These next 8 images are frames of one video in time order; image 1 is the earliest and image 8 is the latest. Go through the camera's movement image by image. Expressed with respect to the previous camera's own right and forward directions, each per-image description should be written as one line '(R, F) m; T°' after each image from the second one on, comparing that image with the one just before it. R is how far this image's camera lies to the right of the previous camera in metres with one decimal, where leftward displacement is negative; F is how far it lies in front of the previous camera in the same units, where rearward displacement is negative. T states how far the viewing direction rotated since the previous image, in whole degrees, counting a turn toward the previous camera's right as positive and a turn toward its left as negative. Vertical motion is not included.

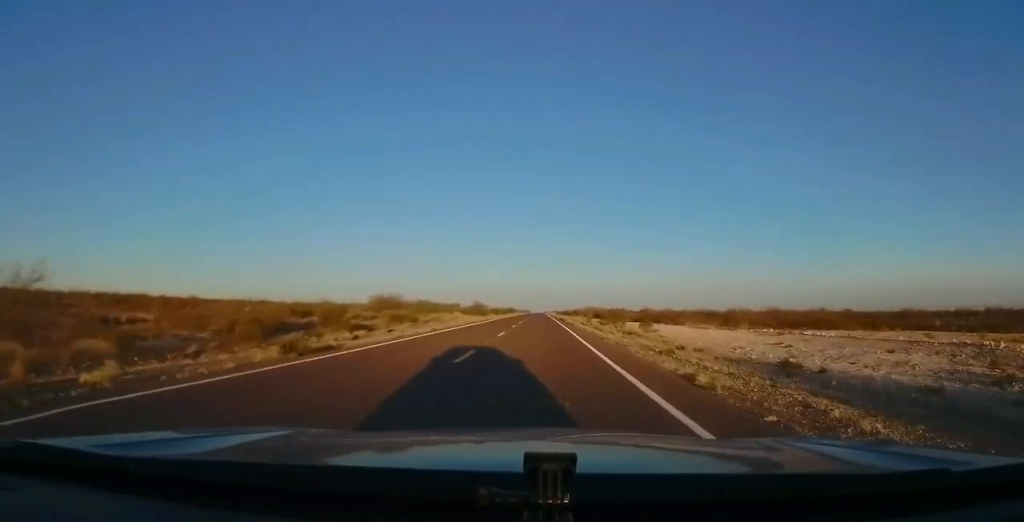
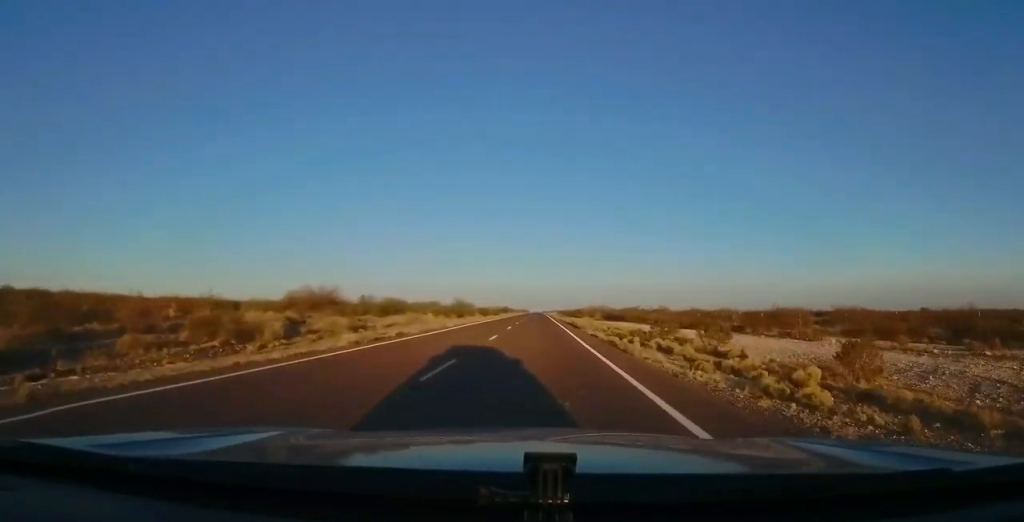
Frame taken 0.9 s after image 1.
(0.0, +27.3) m; -1°
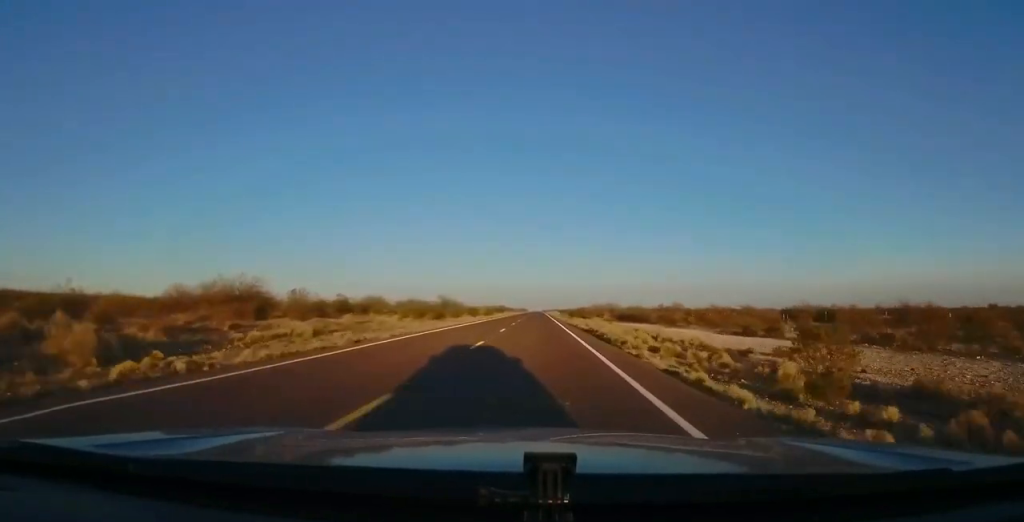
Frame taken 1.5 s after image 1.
(0.0, +17.6) m; 0°
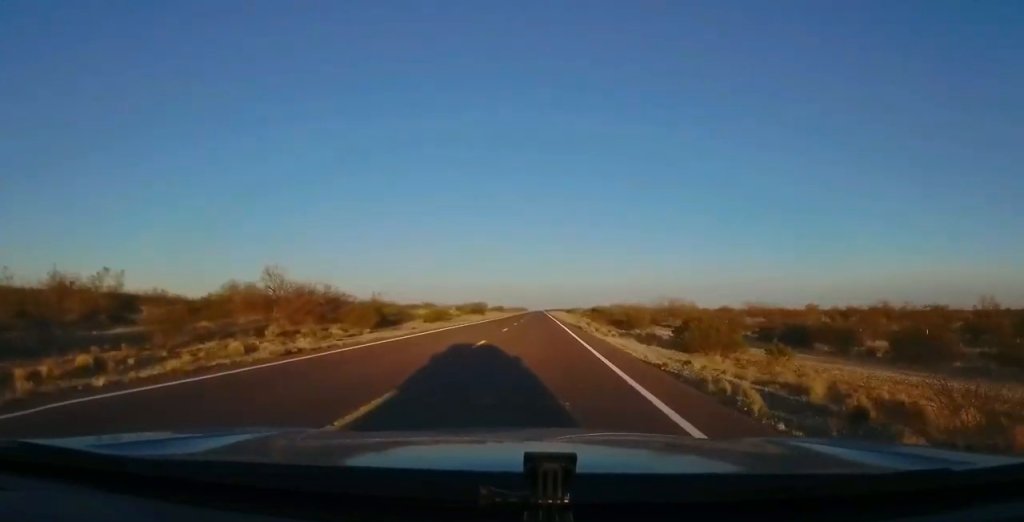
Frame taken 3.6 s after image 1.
(+0.3, +60.6) m; +1°
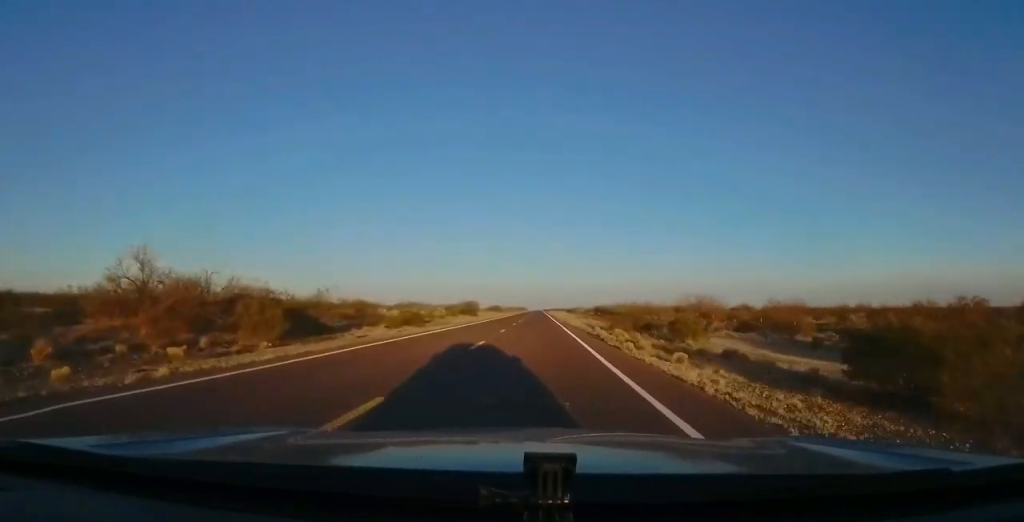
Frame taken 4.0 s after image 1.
(0.0, +12.7) m; 0°
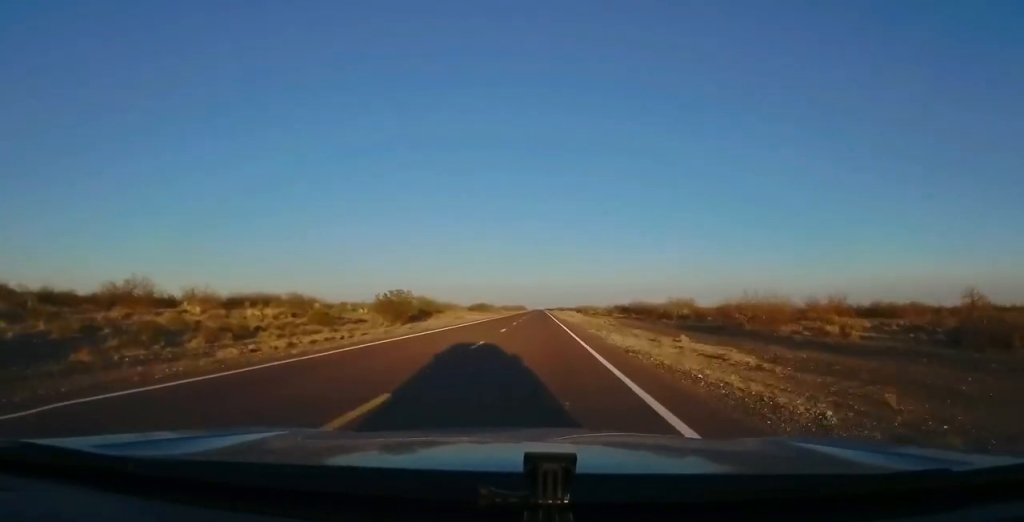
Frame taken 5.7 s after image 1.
(0.0, +48.9) m; 0°
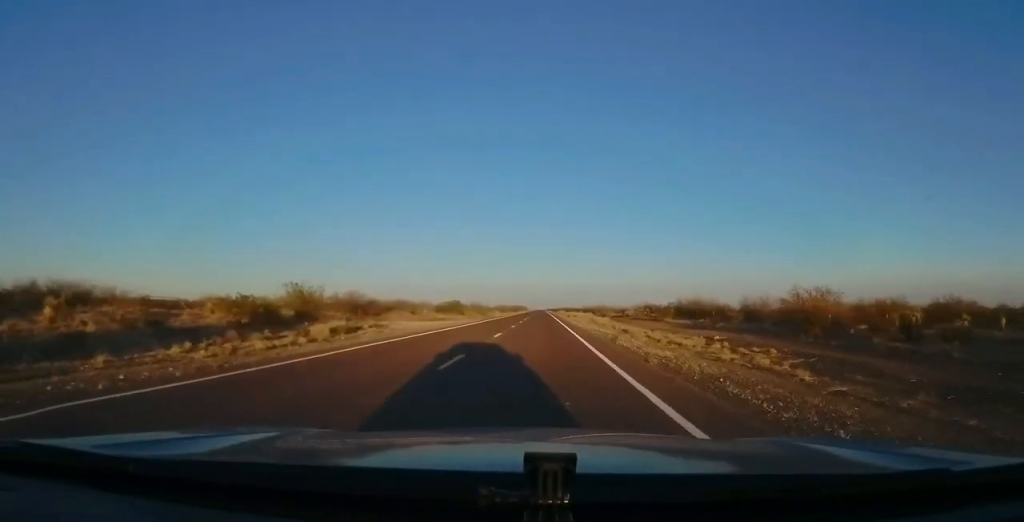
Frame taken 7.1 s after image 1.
(0.0, +42.2) m; 0°
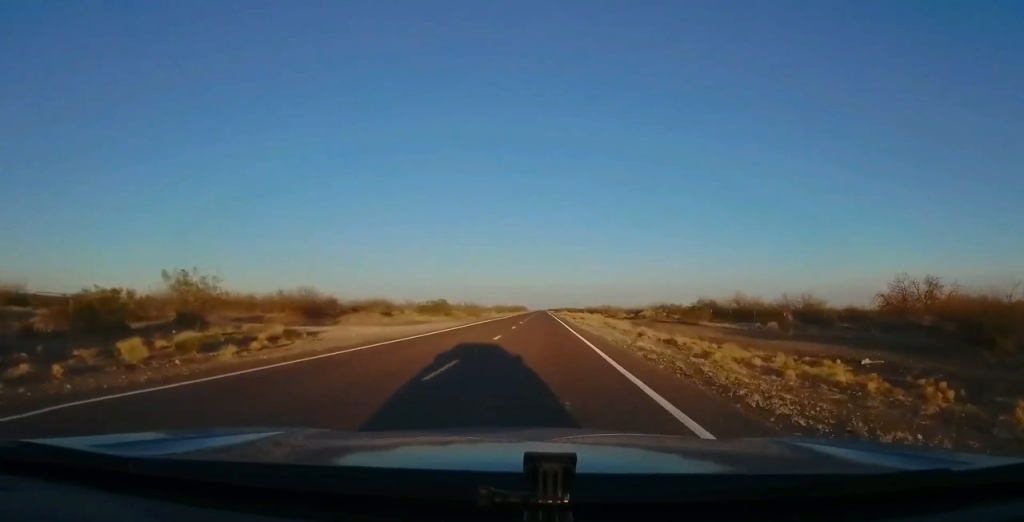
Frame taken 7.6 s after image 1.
(0.0, +13.8) m; 0°
